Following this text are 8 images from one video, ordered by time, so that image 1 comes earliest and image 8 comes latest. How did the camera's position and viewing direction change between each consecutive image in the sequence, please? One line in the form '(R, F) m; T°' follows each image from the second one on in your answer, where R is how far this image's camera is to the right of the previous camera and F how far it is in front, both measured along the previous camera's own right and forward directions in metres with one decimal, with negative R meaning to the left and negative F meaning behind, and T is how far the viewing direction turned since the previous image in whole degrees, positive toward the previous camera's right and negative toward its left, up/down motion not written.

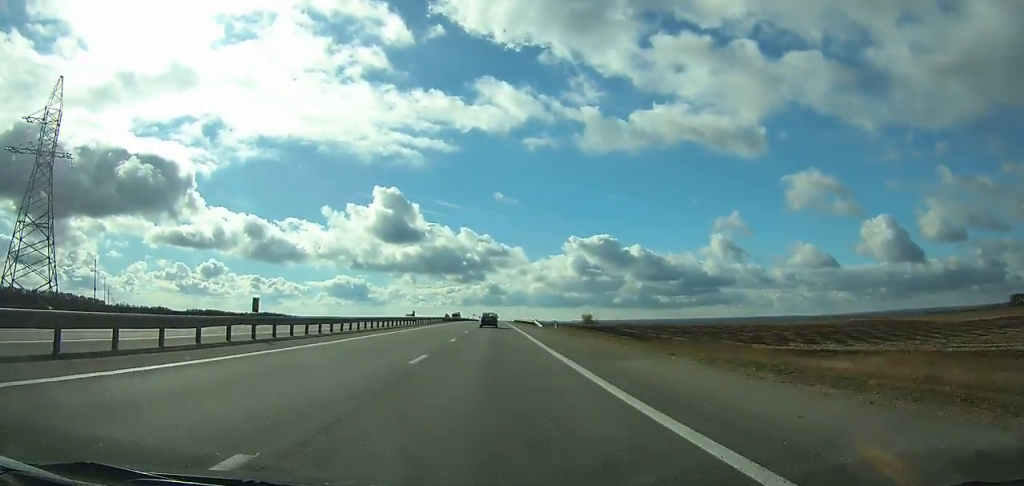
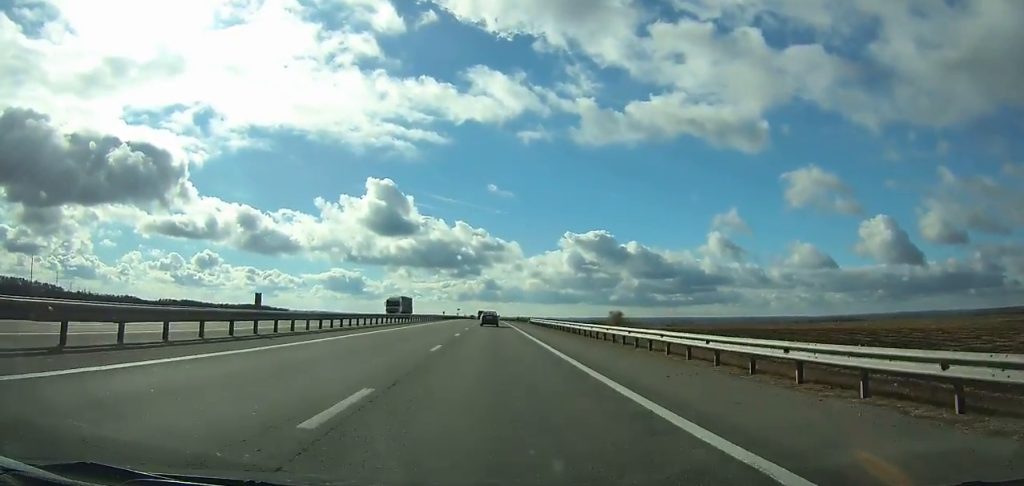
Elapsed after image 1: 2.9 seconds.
(-0.1, +80.1) m; 0°
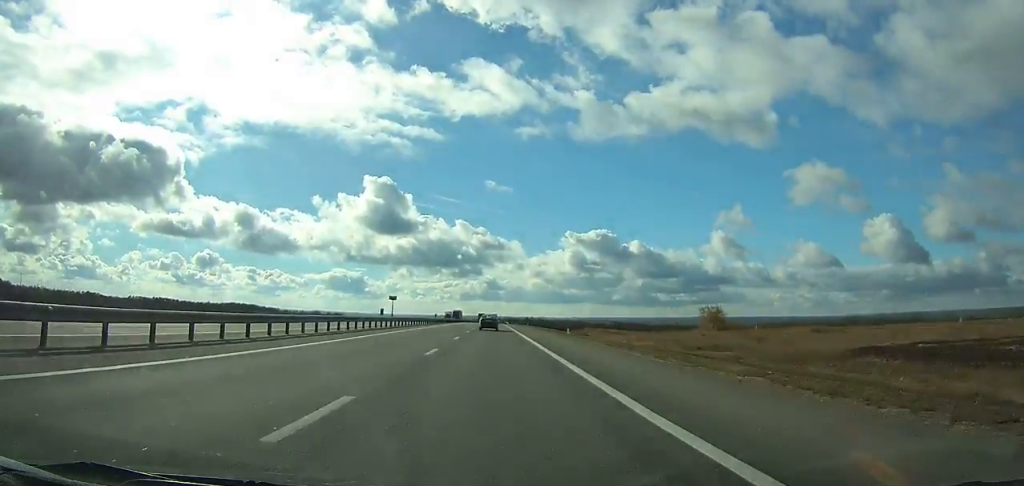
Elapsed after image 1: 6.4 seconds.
(+0.2, +95.7) m; 0°
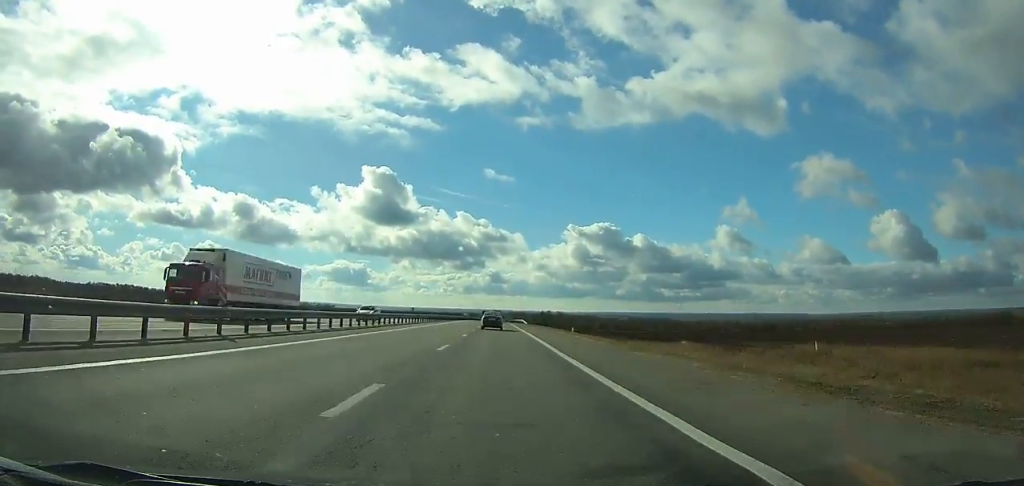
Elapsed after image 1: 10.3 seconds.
(-0.1, +104.4) m; 0°
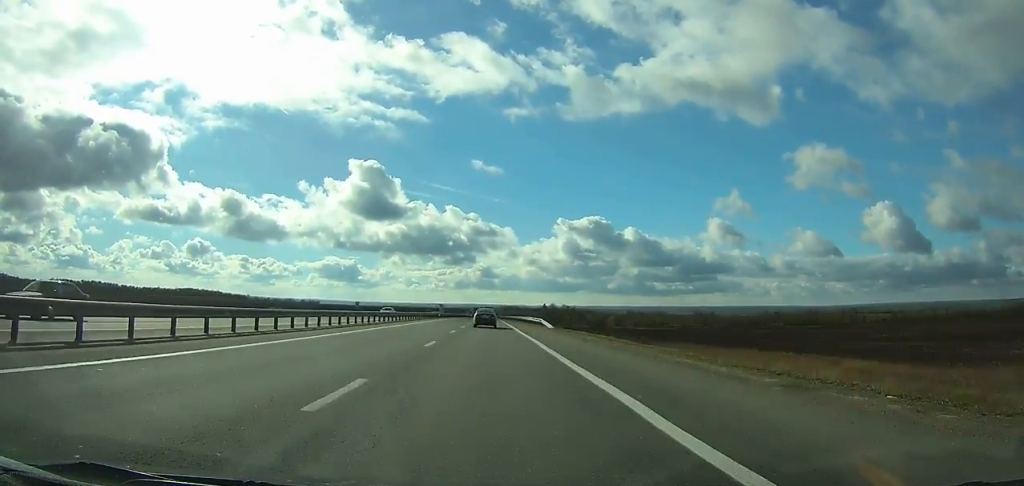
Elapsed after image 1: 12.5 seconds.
(+0.2, +57.3) m; 0°
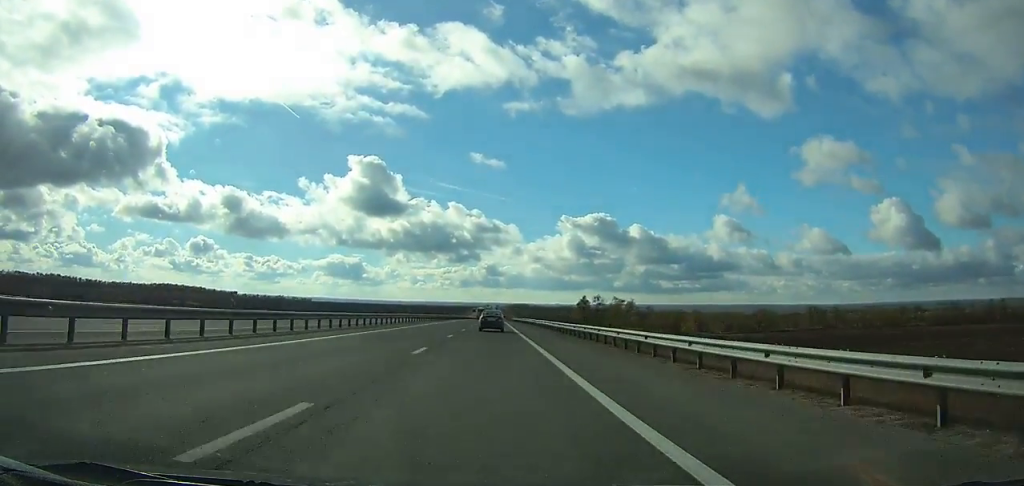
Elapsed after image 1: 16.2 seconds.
(0.0, +95.1) m; 0°
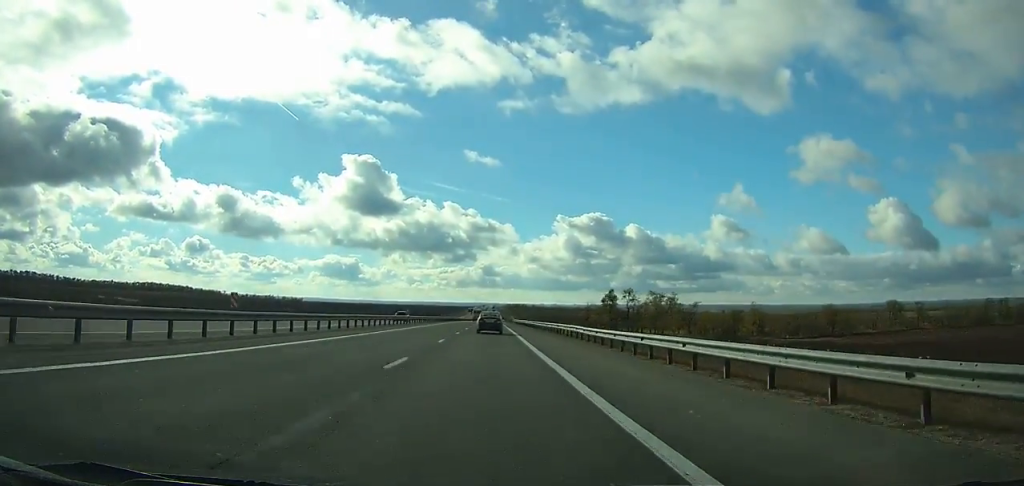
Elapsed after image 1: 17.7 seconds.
(0.0, +39.5) m; 0°
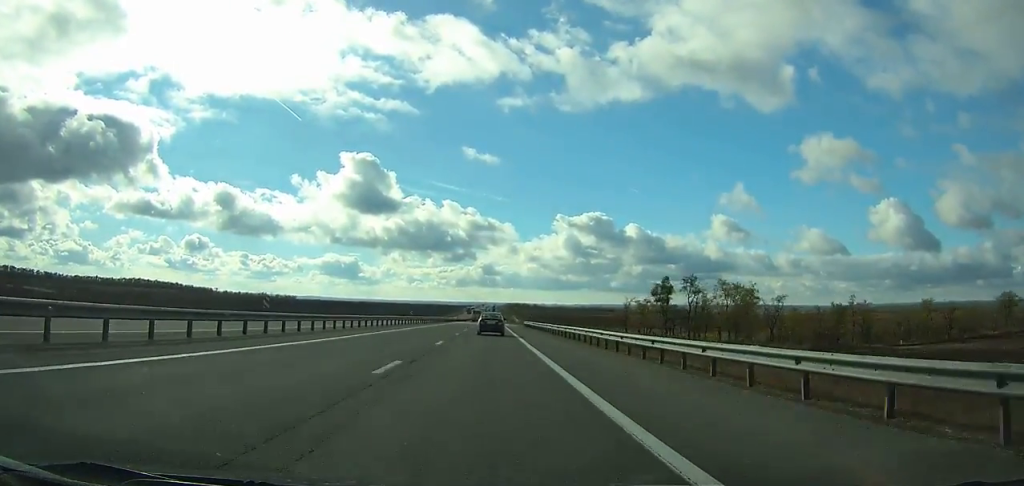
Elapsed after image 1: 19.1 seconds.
(0.0, +37.4) m; 0°
